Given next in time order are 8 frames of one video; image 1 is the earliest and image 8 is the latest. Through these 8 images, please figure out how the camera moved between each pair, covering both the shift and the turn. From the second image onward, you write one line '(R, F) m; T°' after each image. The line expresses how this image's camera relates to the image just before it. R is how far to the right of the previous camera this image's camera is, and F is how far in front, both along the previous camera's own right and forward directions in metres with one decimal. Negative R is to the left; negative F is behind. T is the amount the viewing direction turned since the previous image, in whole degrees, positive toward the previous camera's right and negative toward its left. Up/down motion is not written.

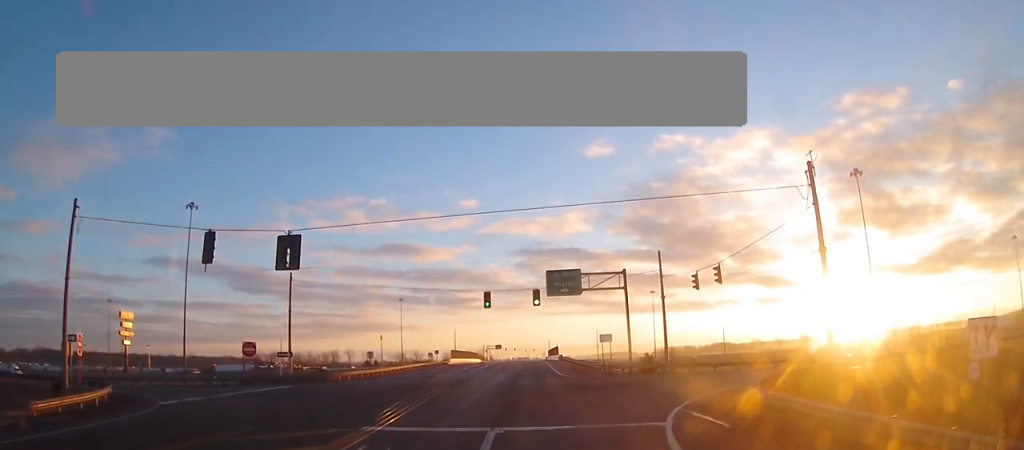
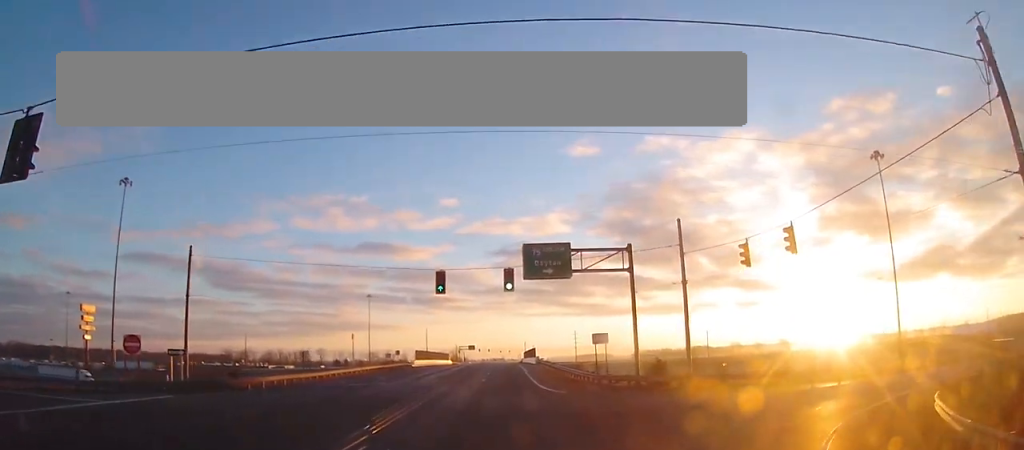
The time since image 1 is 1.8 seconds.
(+1.2, +13.3) m; +8°
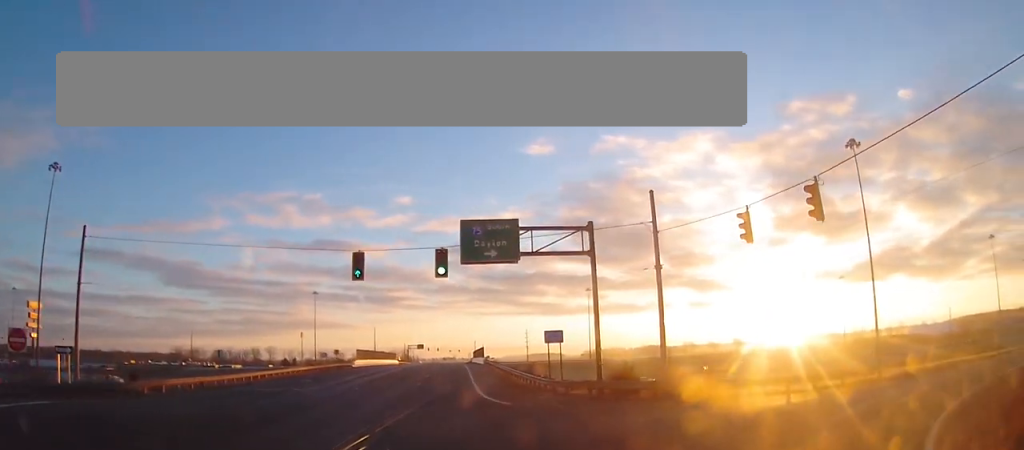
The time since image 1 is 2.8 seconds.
(-0.2, +6.7) m; +2°
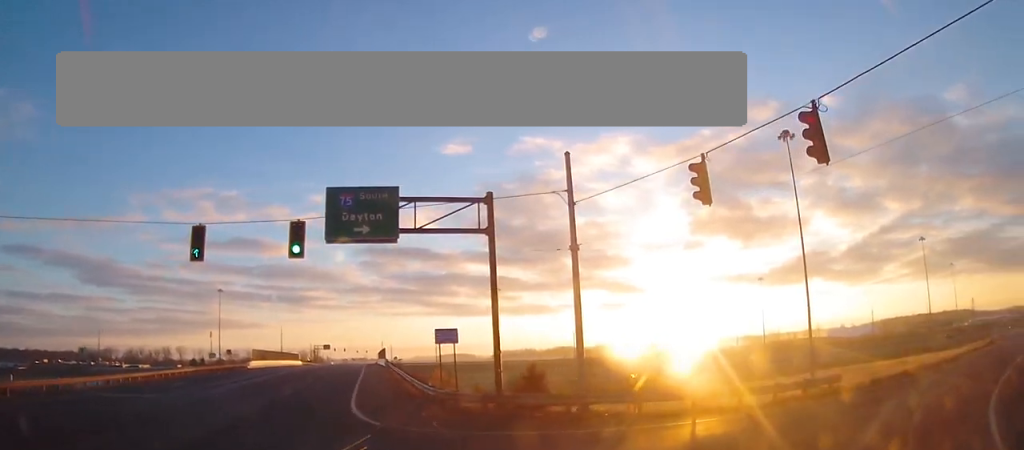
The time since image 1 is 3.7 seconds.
(+0.2, +6.0) m; +12°
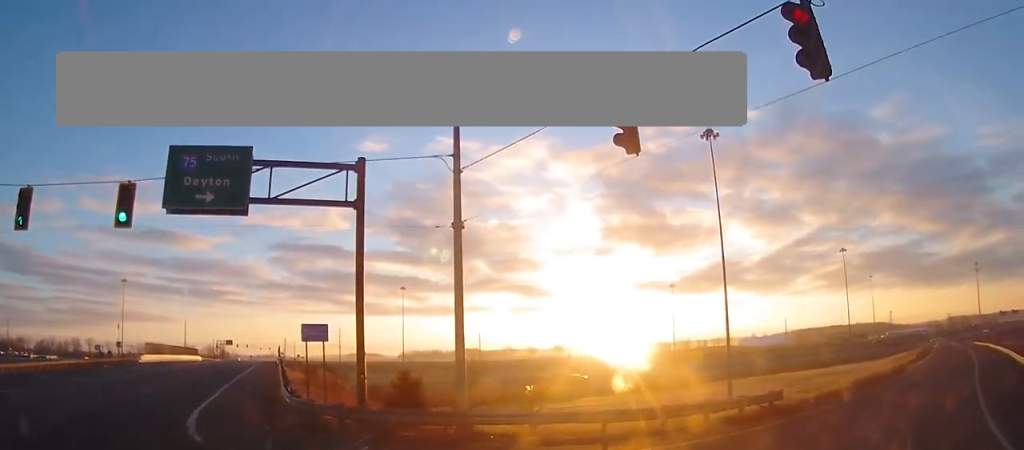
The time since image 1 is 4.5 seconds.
(+0.7, +4.6) m; +10°
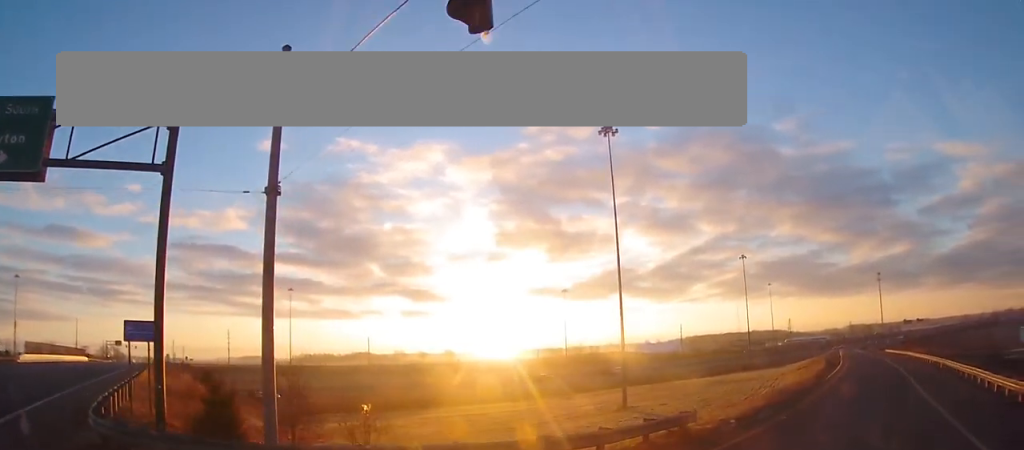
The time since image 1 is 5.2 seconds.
(+0.3, +4.3) m; +9°
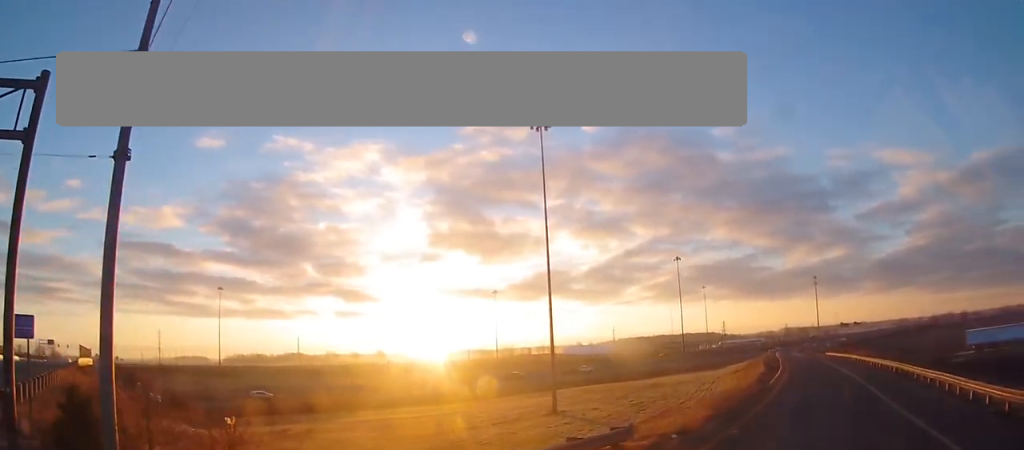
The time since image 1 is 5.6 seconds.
(-0.1, +2.5) m; +5°
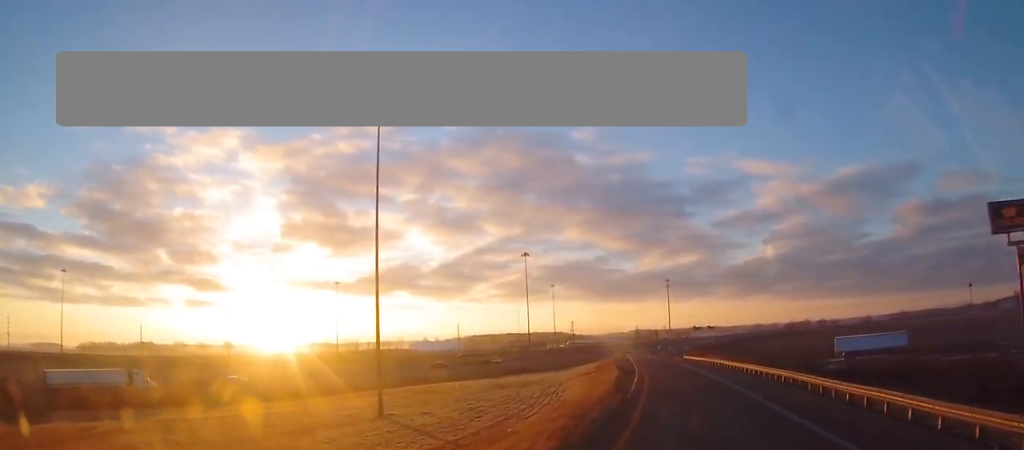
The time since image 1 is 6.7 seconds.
(+1.0, +6.7) m; +14°
